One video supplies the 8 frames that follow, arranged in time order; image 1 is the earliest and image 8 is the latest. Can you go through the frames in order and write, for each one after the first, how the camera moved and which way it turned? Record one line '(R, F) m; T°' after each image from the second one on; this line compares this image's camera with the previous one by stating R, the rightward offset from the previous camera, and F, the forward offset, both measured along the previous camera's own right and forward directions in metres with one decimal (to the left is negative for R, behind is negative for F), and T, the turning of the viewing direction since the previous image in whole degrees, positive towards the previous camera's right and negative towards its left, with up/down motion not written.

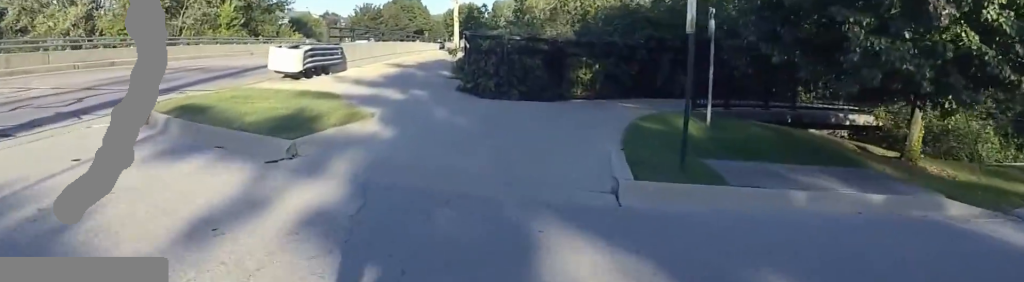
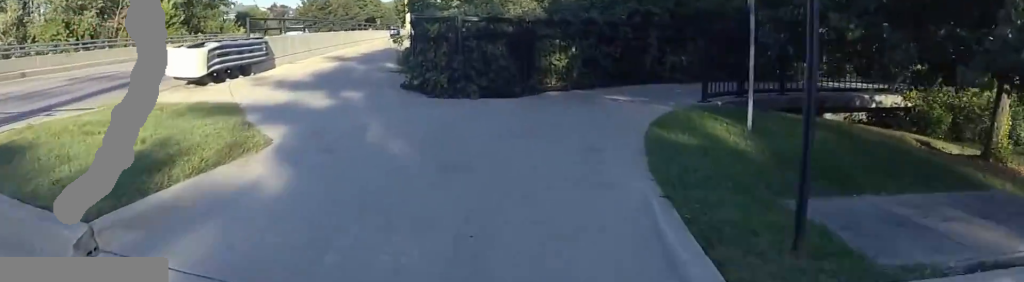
(-0.2, +2.9) m; +8°
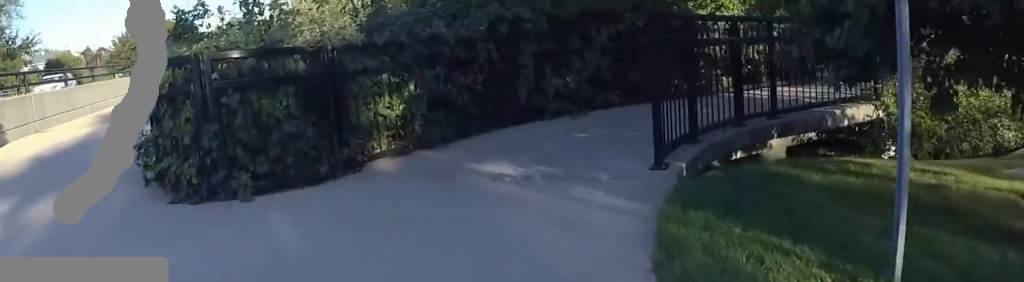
(+1.0, +4.5) m; +15°
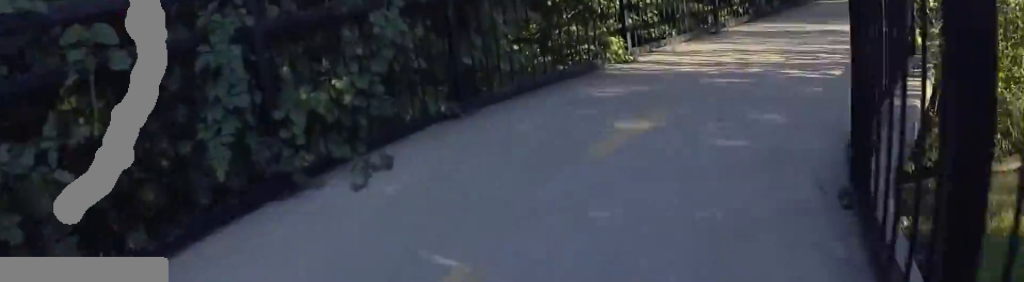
(+0.7, +6.2) m; +13°
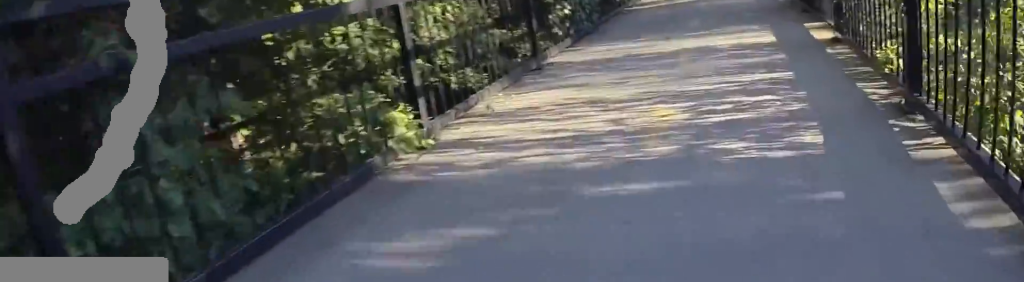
(+0.4, +3.3) m; +17°
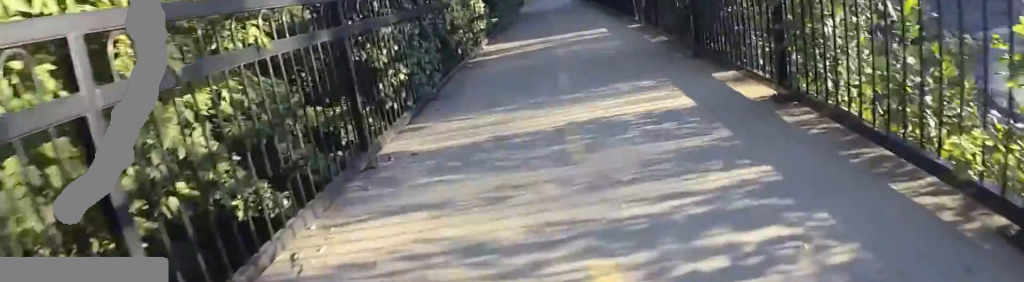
(-0.1, +2.1) m; +13°
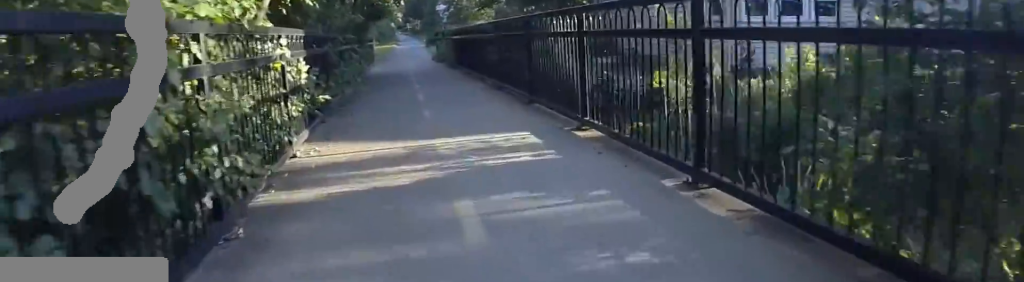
(+1.9, +5.6) m; +19°
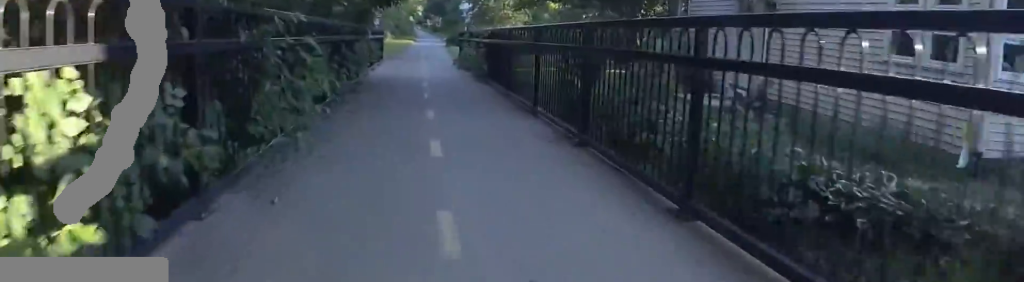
(0.0, +5.1) m; 0°
